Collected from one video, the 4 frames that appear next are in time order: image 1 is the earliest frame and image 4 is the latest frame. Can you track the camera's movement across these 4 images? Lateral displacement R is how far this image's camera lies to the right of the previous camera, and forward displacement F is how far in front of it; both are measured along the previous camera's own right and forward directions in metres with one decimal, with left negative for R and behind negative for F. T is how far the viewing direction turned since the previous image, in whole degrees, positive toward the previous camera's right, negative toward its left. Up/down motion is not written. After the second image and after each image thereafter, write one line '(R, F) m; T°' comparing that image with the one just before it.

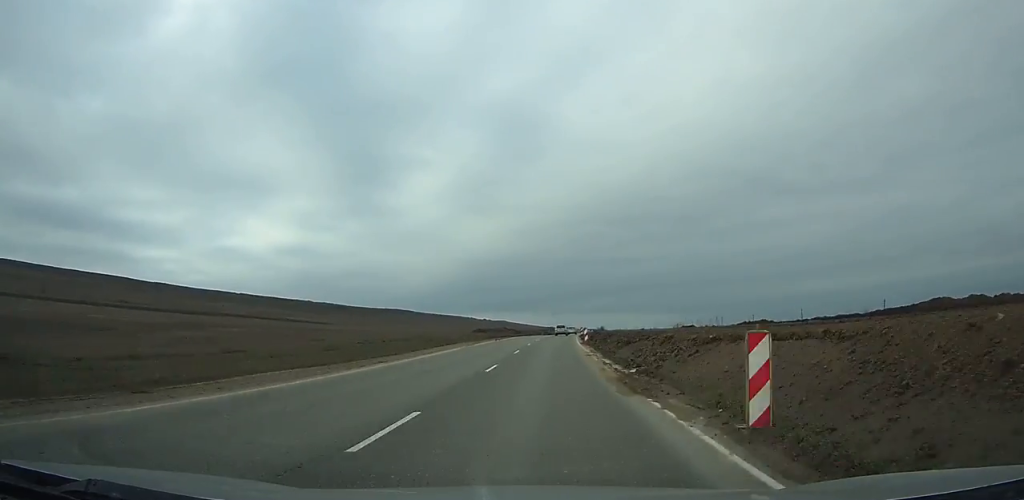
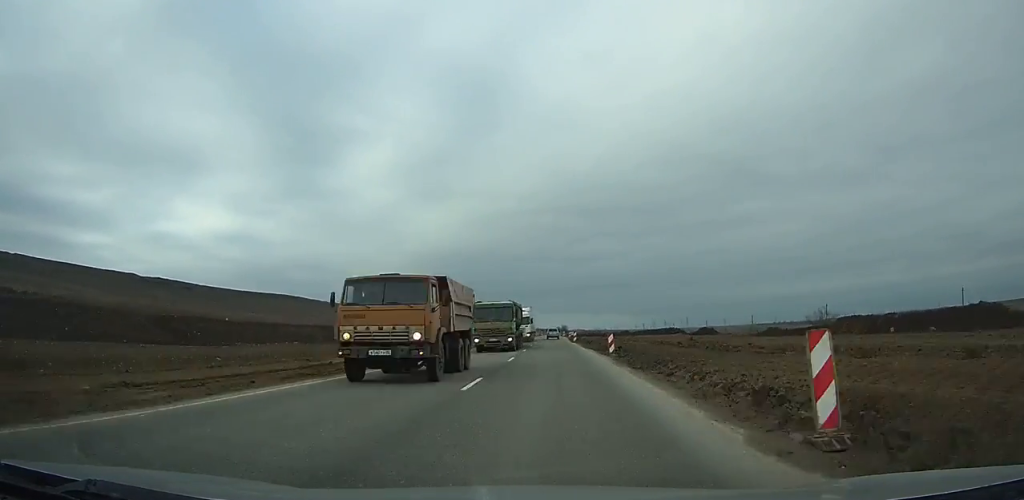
(+10.3, +233.9) m; +3°
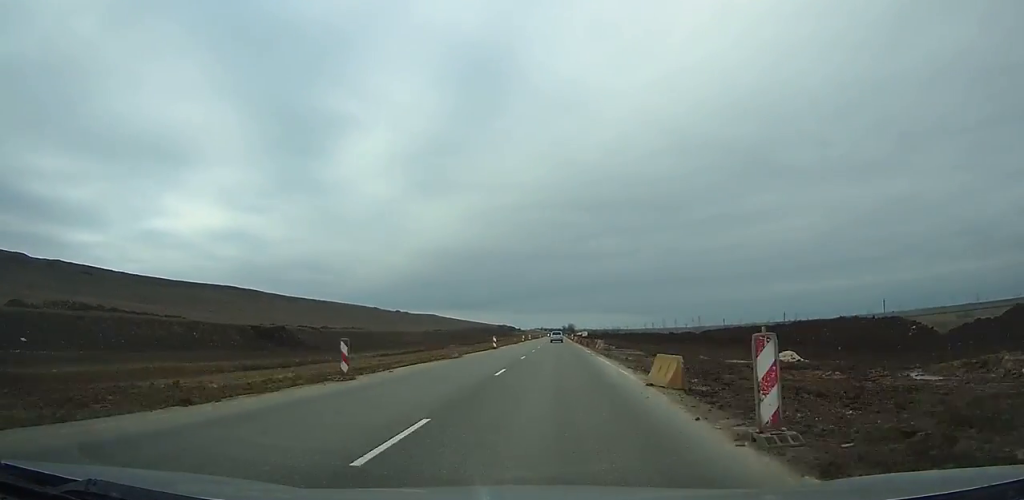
(-0.3, +114.6) m; 0°
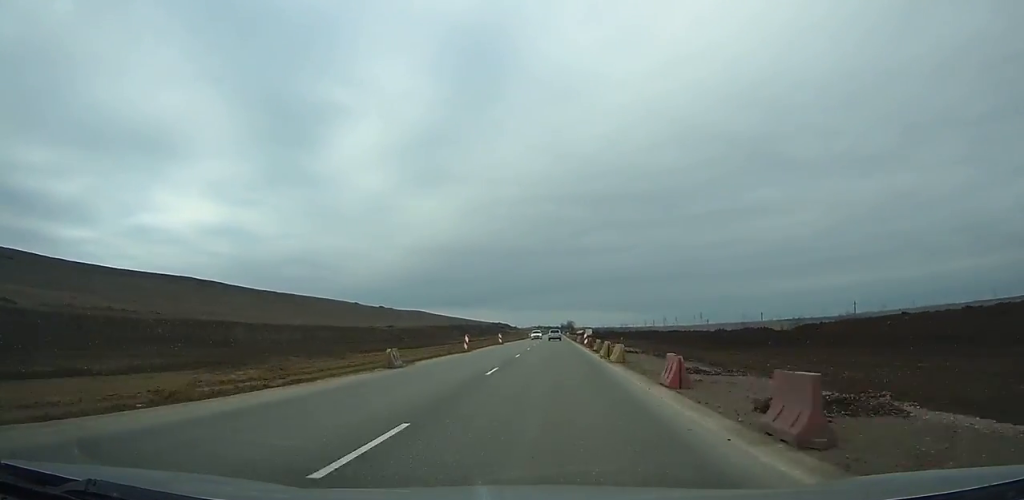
(-0.1, +60.8) m; 0°
